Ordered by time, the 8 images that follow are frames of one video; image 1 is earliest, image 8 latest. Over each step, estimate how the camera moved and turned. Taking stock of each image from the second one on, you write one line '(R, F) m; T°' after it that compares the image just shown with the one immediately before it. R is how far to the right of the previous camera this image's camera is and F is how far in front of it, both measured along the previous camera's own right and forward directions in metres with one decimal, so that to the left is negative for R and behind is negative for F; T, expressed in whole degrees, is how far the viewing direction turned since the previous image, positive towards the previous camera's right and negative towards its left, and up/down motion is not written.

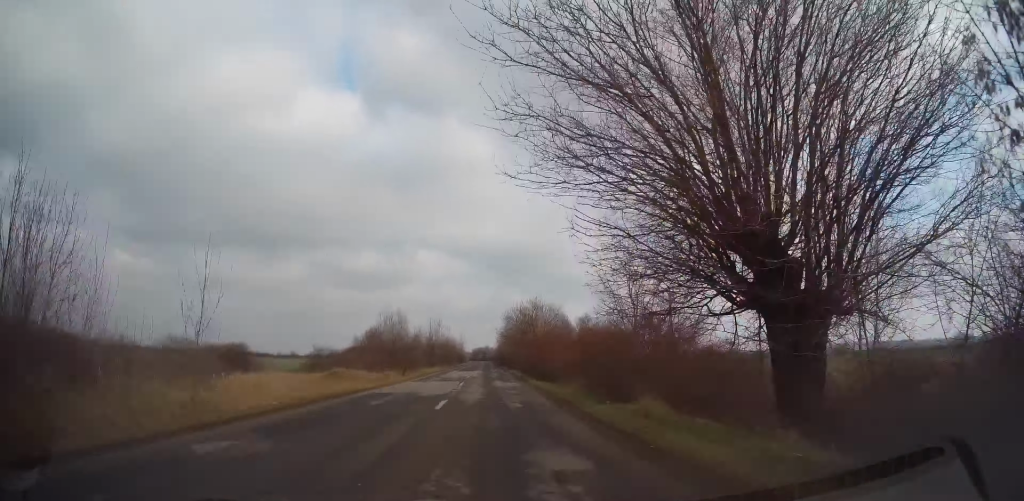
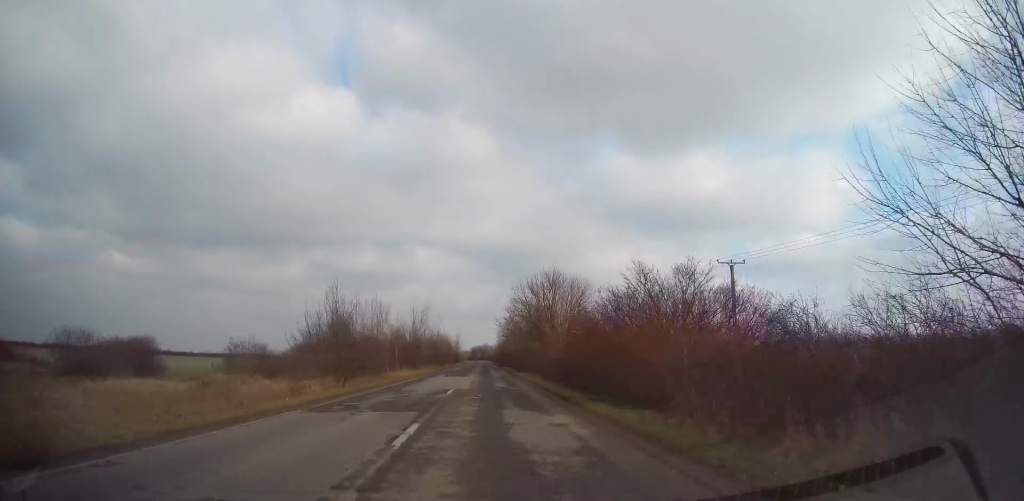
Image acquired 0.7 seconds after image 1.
(-0.1, +17.9) m; +1°
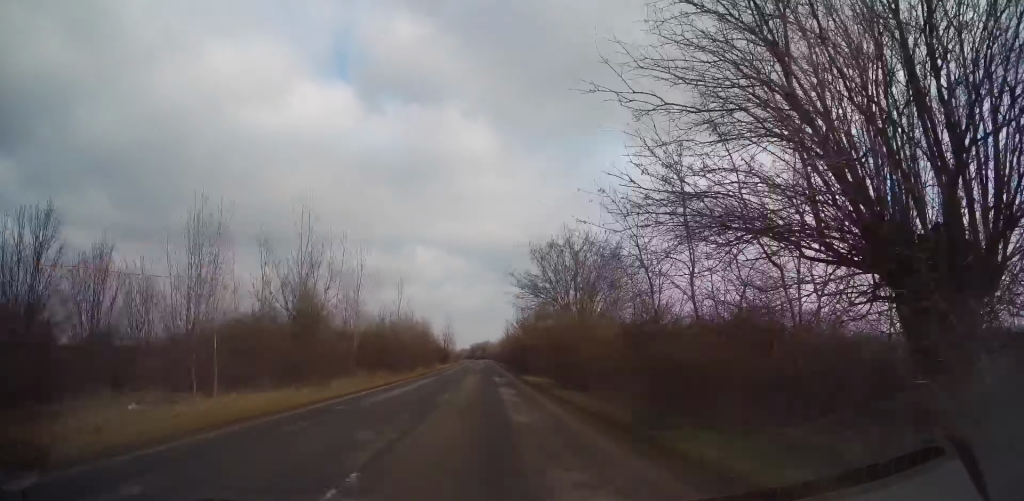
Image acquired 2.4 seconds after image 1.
(+0.2, +39.6) m; -1°
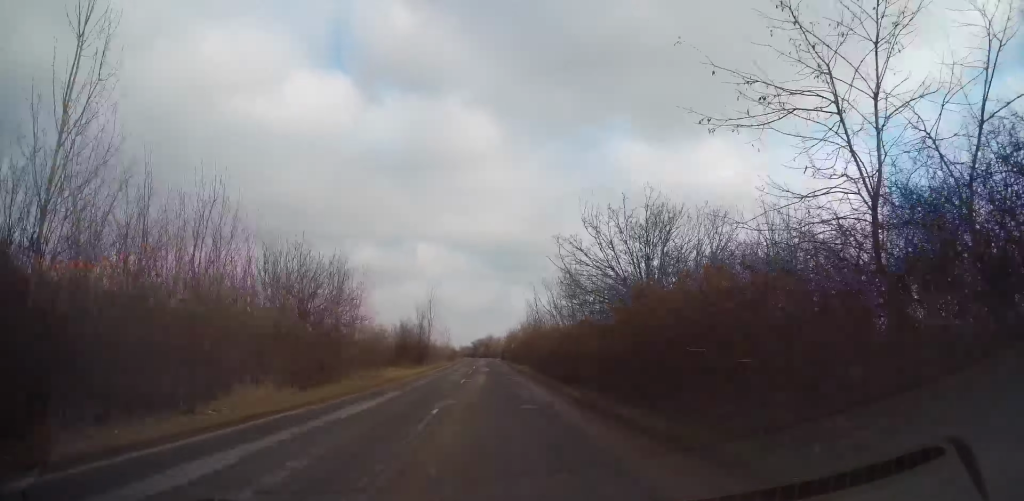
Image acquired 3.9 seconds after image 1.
(-0.4, +38.0) m; 0°
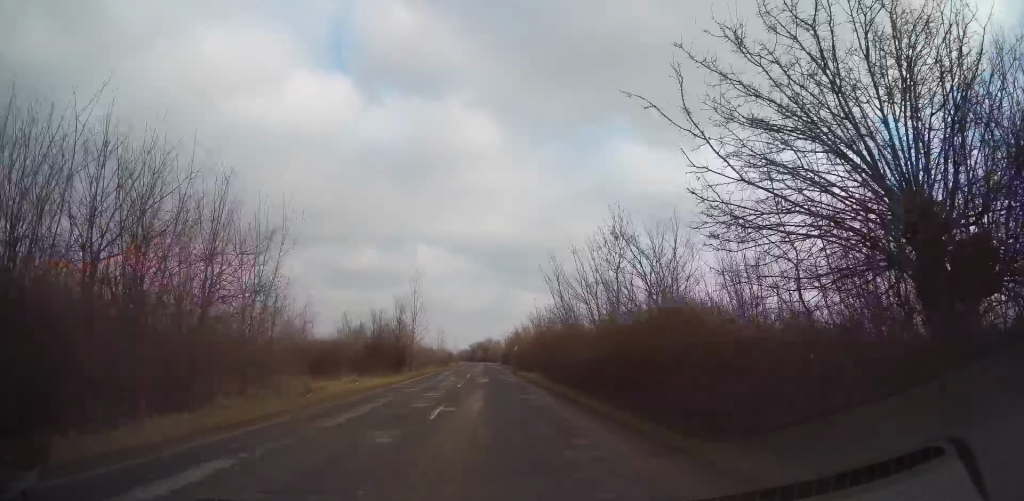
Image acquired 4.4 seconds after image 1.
(0.0, +12.1) m; 0°
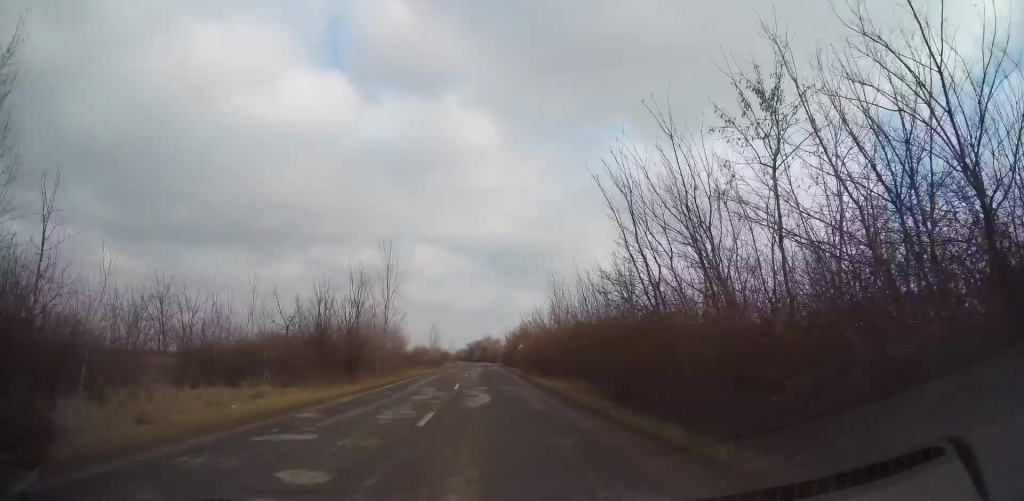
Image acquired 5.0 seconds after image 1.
(0.0, +13.0) m; 0°
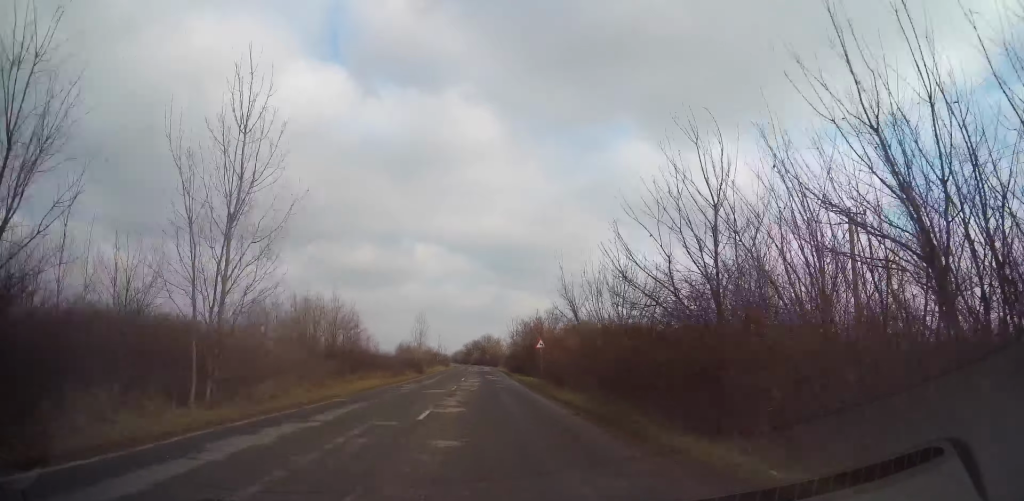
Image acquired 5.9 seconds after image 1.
(0.0, +22.6) m; 0°
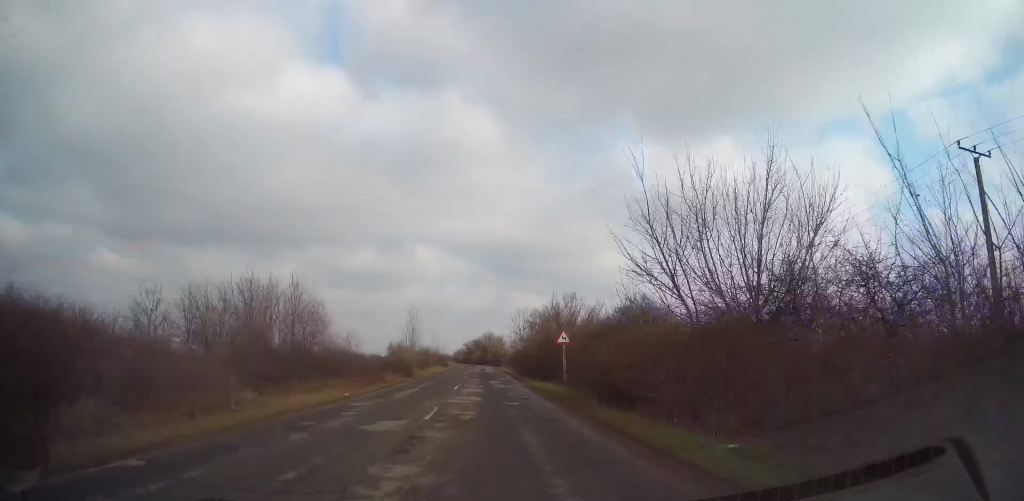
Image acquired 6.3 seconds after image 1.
(0.0, +10.5) m; 0°
